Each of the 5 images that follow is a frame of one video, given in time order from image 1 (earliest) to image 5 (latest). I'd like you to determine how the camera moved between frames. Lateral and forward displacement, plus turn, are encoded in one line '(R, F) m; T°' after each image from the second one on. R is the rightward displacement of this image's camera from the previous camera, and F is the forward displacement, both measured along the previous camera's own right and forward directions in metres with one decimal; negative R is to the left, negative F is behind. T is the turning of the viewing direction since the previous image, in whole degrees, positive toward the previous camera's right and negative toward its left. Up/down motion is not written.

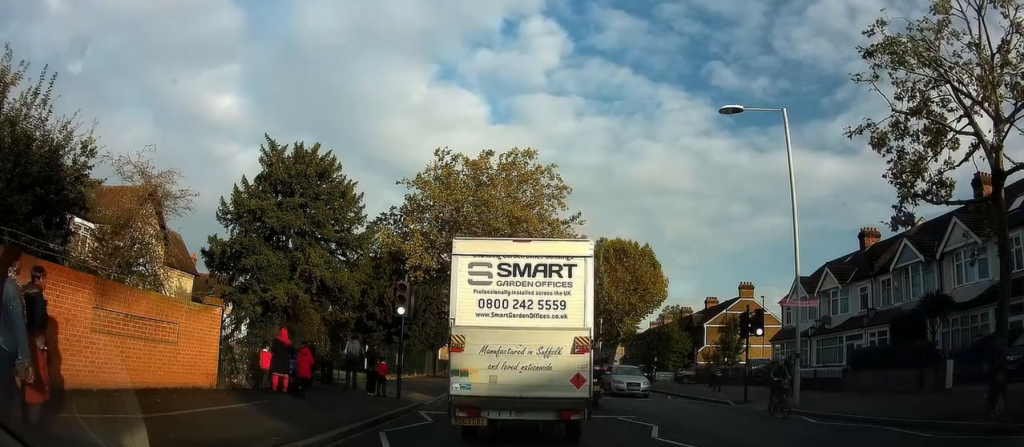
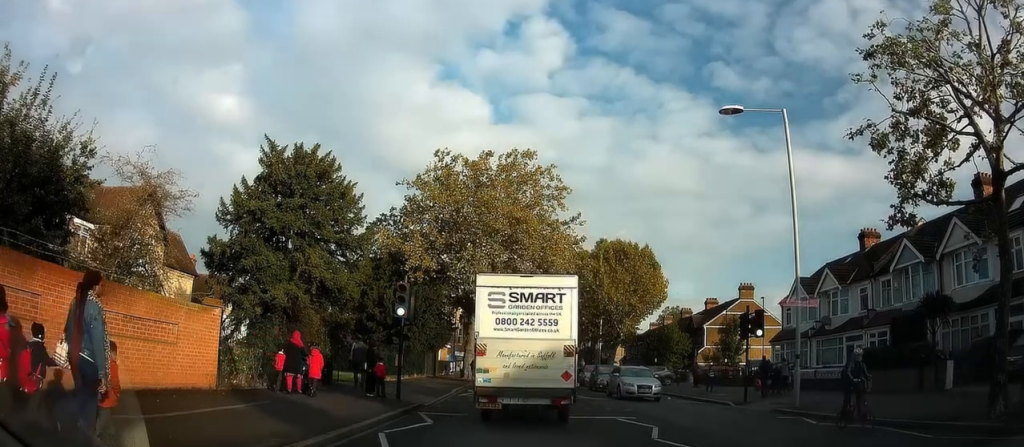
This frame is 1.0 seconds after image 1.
(+0.1, +0.2) m; 0°
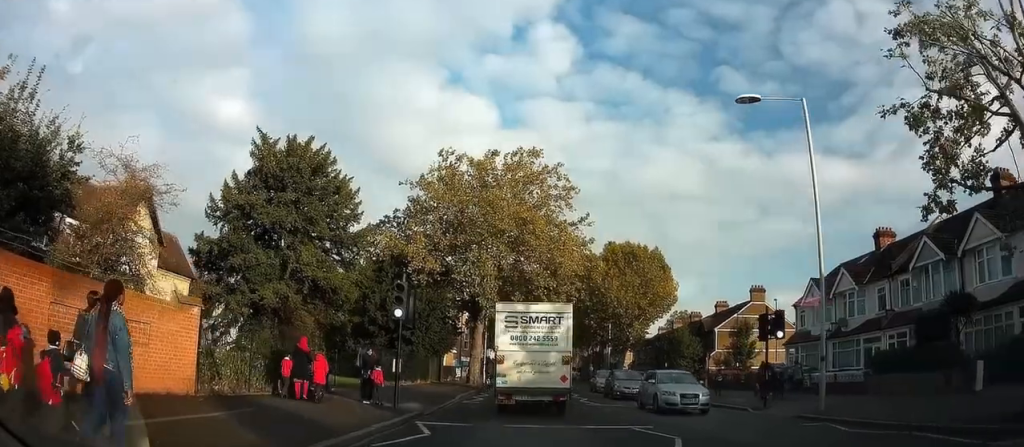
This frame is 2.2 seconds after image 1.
(0.0, +0.8) m; -1°
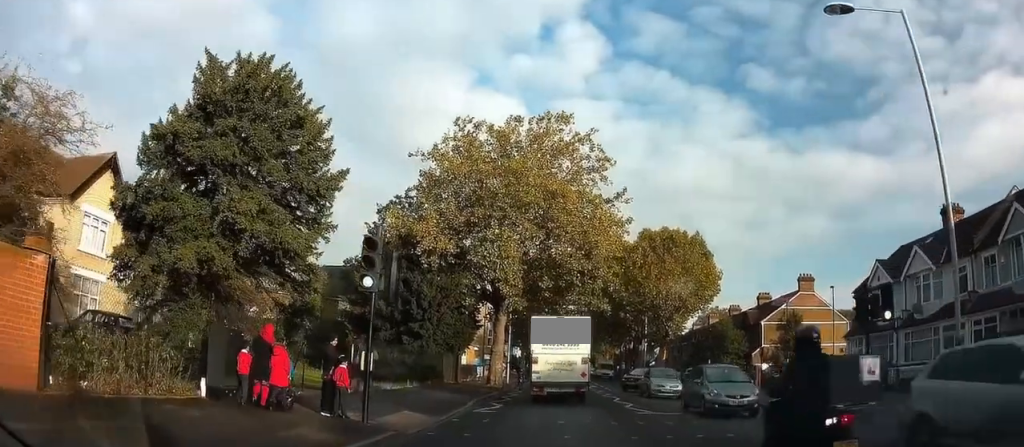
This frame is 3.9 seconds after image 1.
(-0.1, +4.5) m; -1°
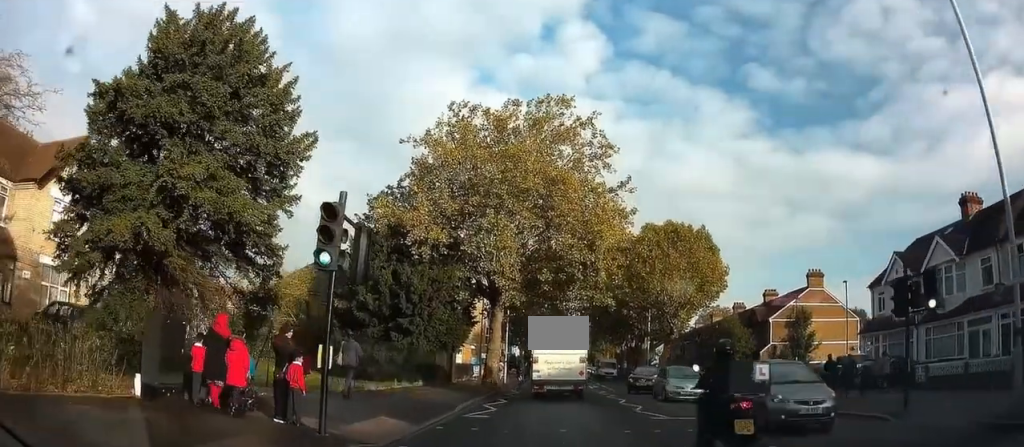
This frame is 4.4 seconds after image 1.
(-0.1, +1.9) m; +1°
